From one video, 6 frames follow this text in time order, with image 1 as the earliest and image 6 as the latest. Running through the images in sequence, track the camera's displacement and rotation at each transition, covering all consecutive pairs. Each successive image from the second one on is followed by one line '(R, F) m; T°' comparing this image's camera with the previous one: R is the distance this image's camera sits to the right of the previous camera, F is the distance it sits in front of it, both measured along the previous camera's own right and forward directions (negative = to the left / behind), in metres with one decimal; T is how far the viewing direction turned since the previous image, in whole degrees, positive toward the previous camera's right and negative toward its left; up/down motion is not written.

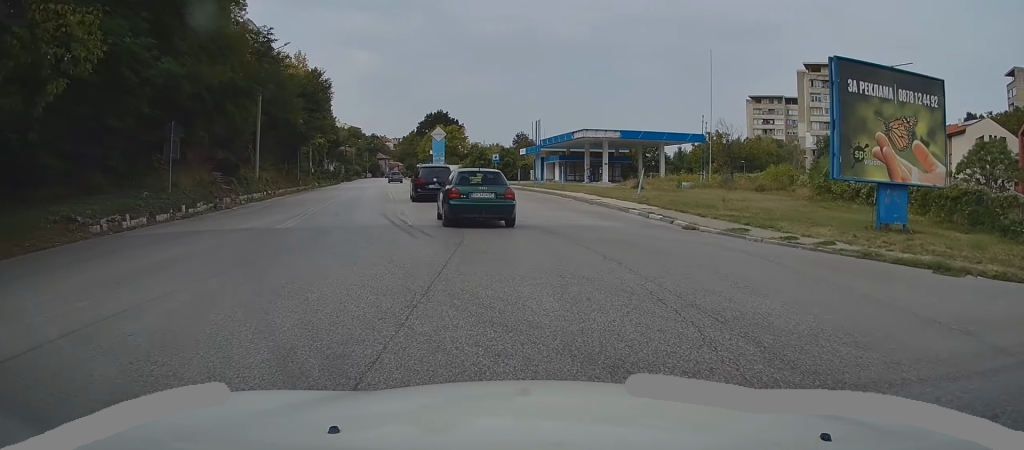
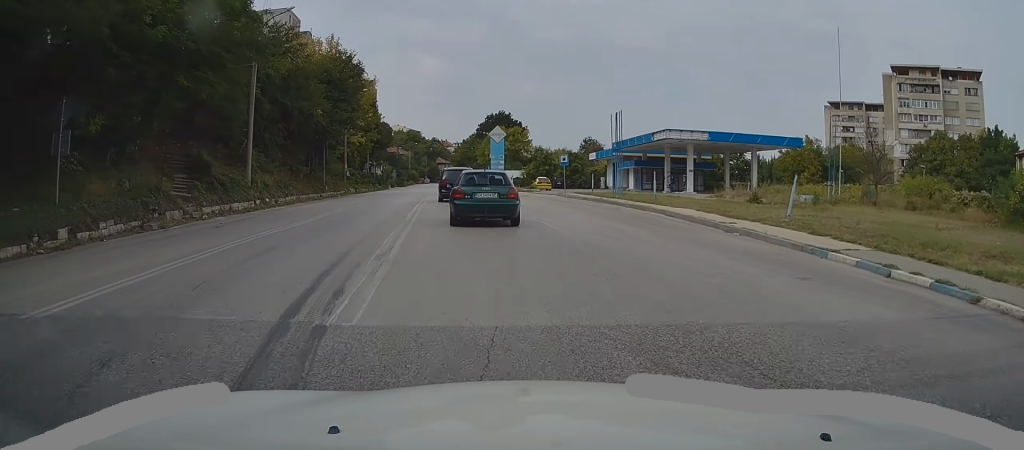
(-0.5, +11.4) m; -5°
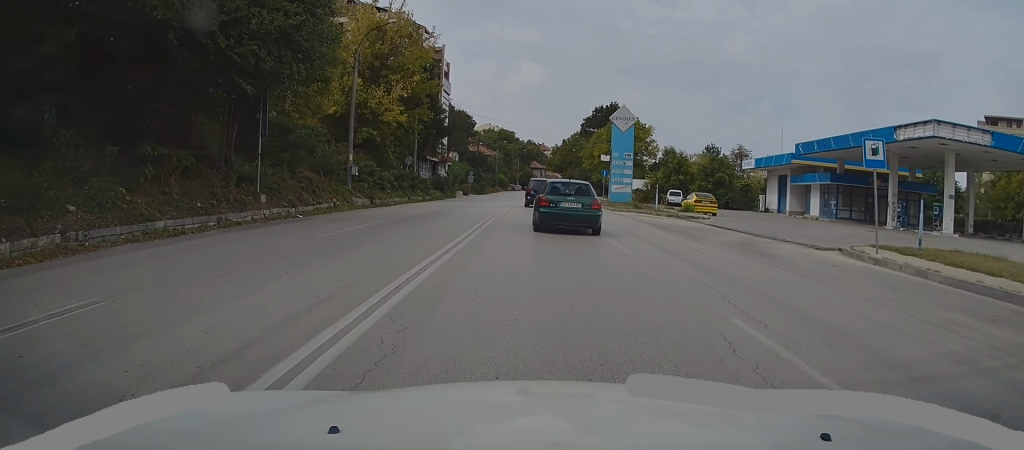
(-2.1, +29.8) m; -5°
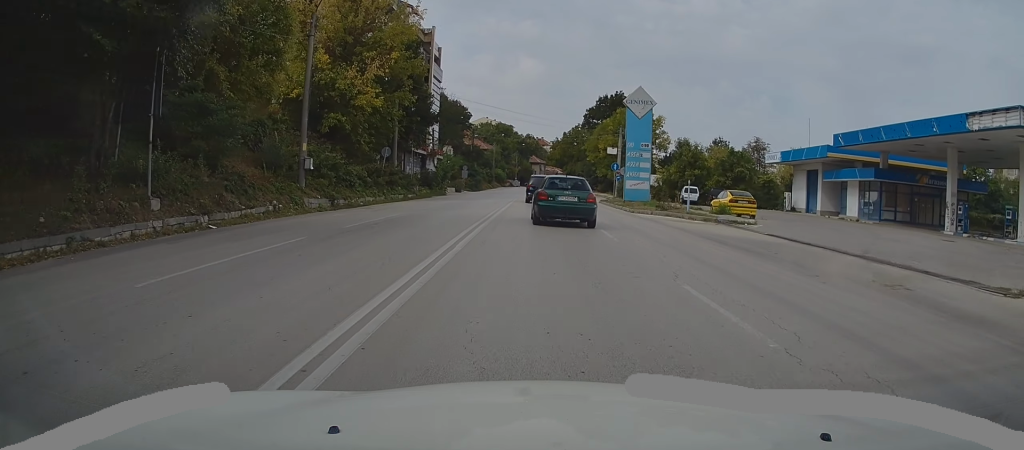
(0.0, +7.1) m; -2°
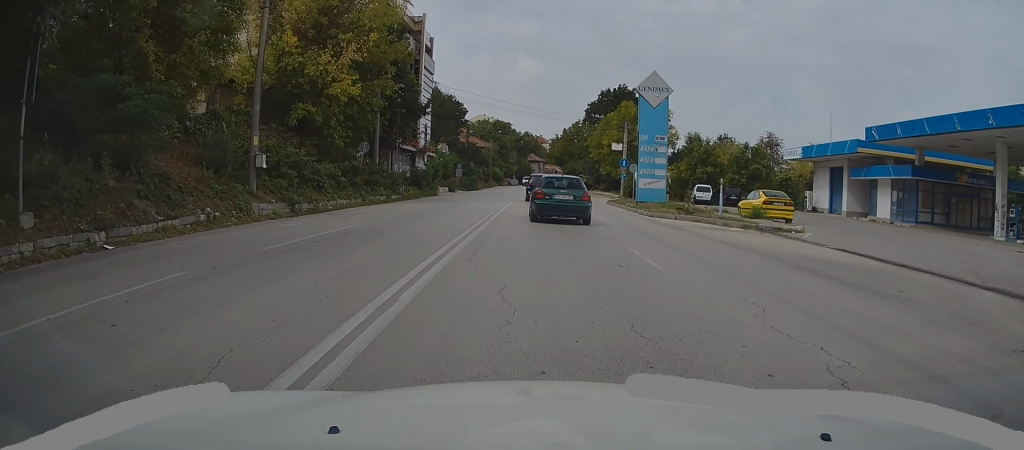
(-0.1, +4.9) m; 0°
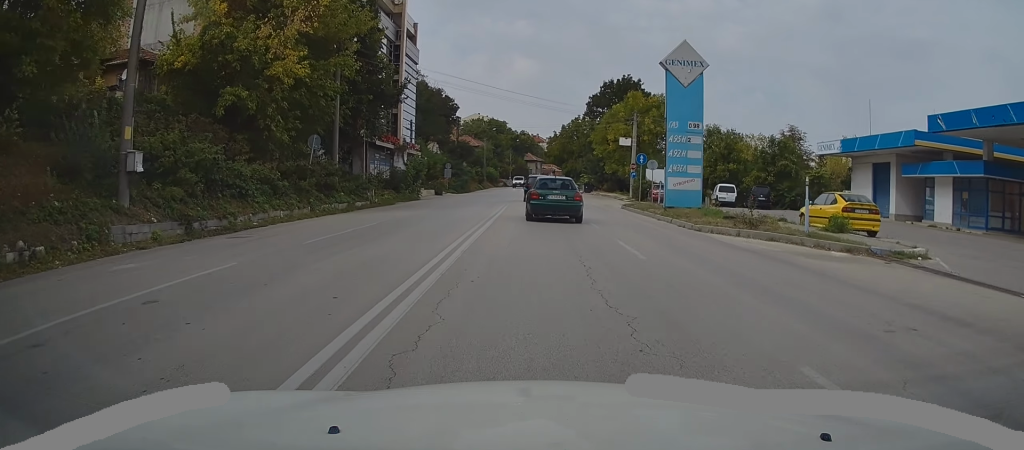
(-0.2, +7.7) m; +1°
